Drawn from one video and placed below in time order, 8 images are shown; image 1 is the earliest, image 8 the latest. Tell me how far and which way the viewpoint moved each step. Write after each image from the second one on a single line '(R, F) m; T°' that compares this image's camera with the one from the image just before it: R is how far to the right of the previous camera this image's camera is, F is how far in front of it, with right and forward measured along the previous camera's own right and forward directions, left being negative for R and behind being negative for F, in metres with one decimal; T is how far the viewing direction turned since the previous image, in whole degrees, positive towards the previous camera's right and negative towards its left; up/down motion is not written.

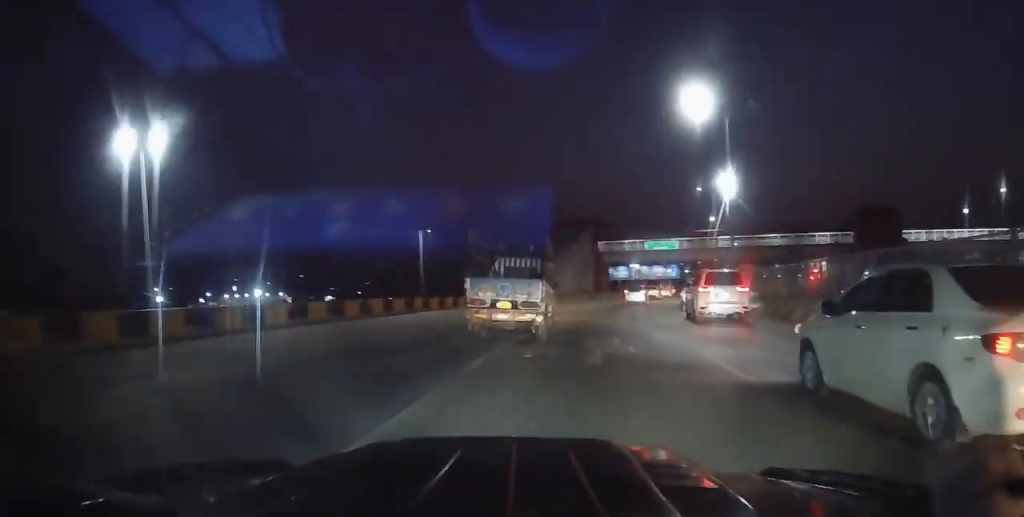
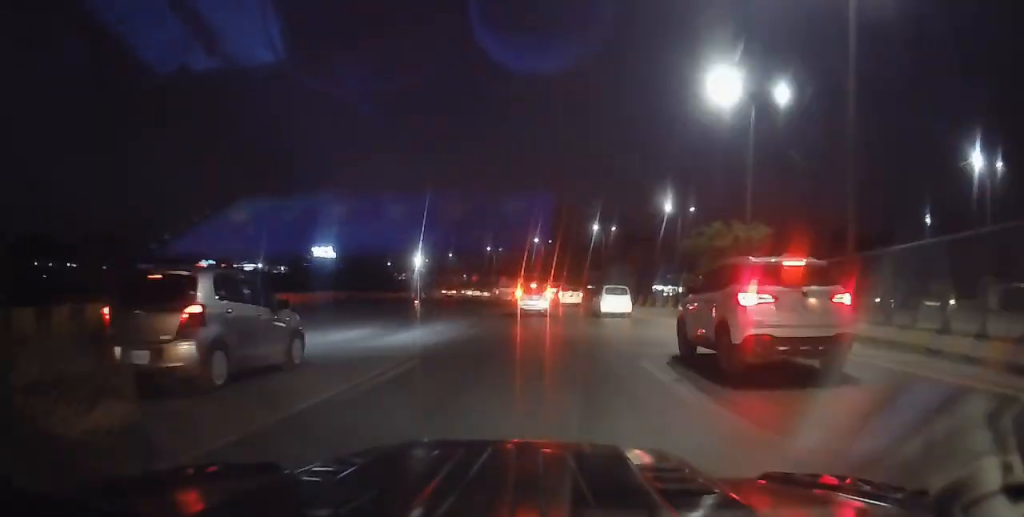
(+41.6, +270.3) m; +5°
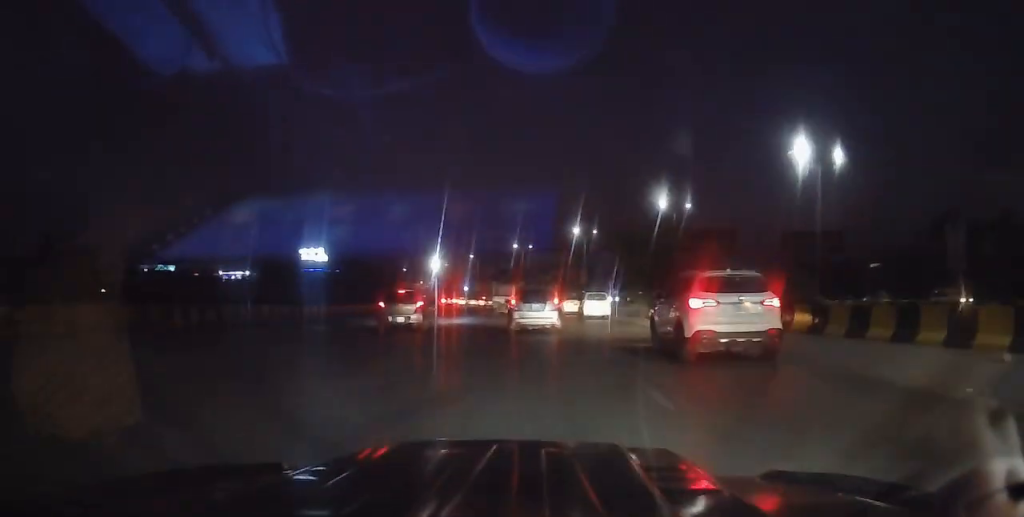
(-1.1, +33.3) m; -4°
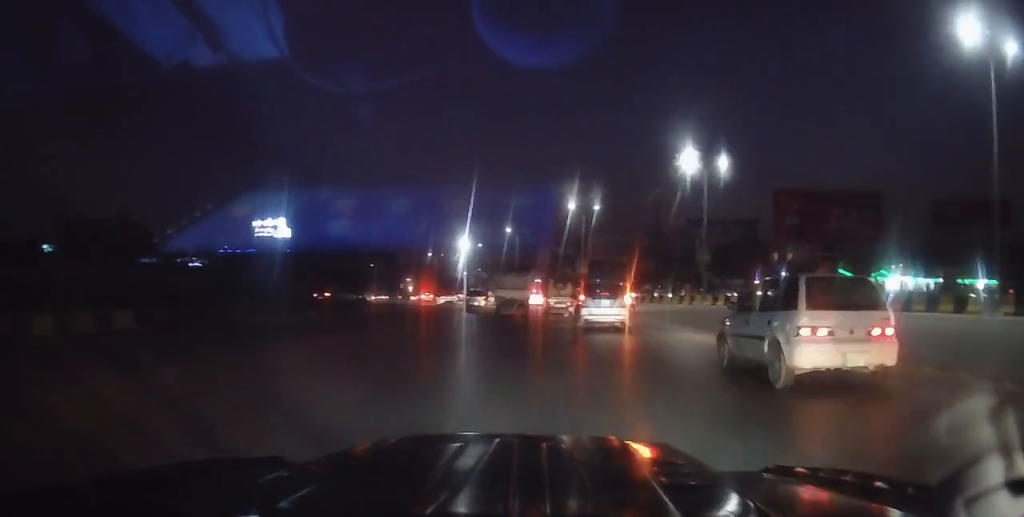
(-3.3, +57.6) m; -9°
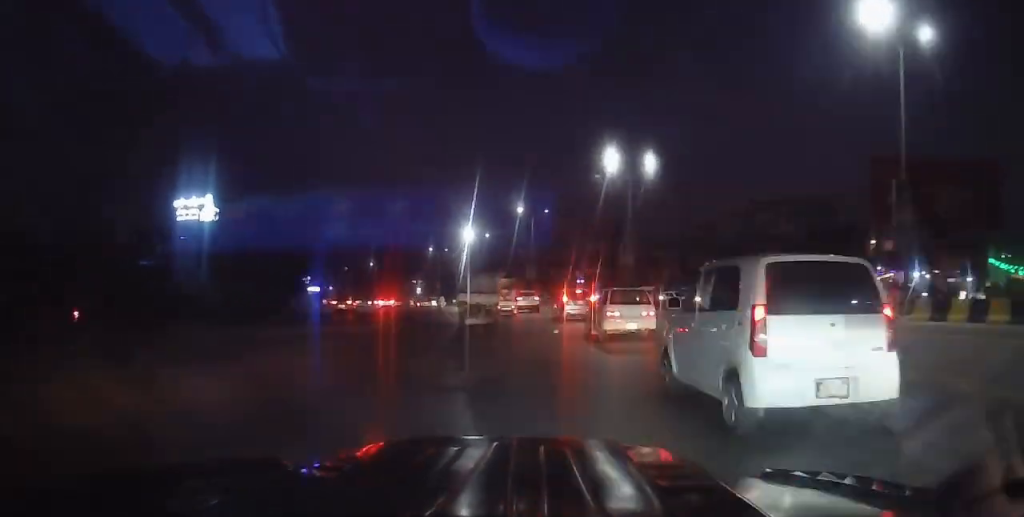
(+0.7, +33.5) m; -6°
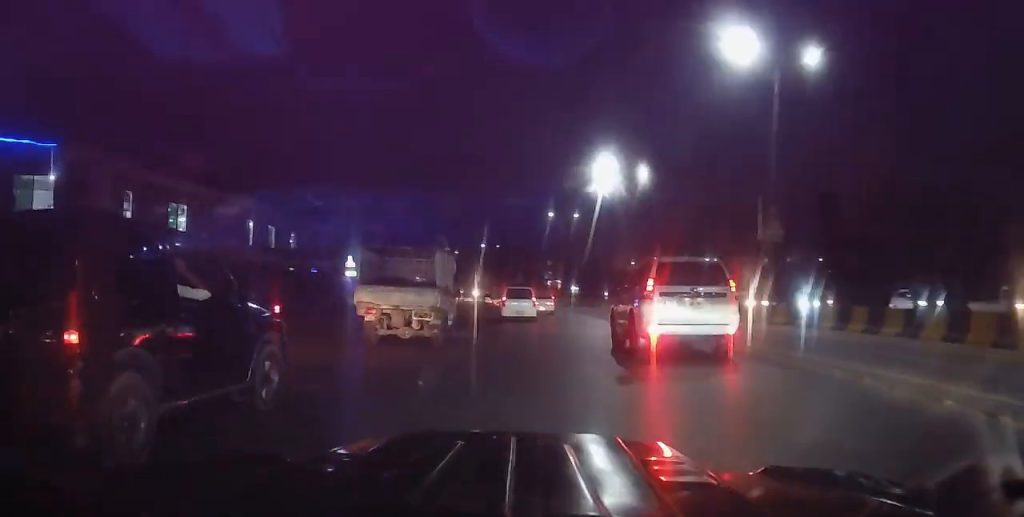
(-8.0, +62.2) m; -10°
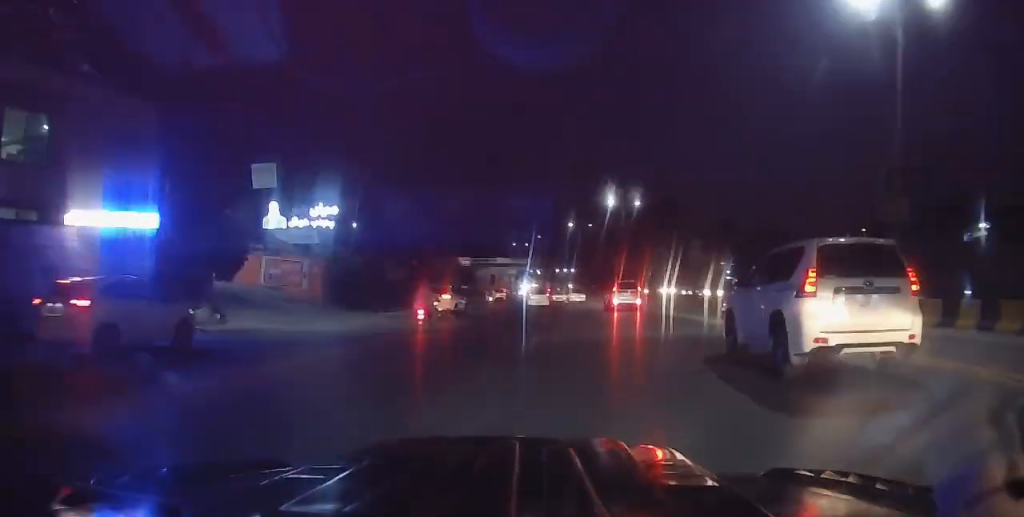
(-5.5, +67.7) m; -9°
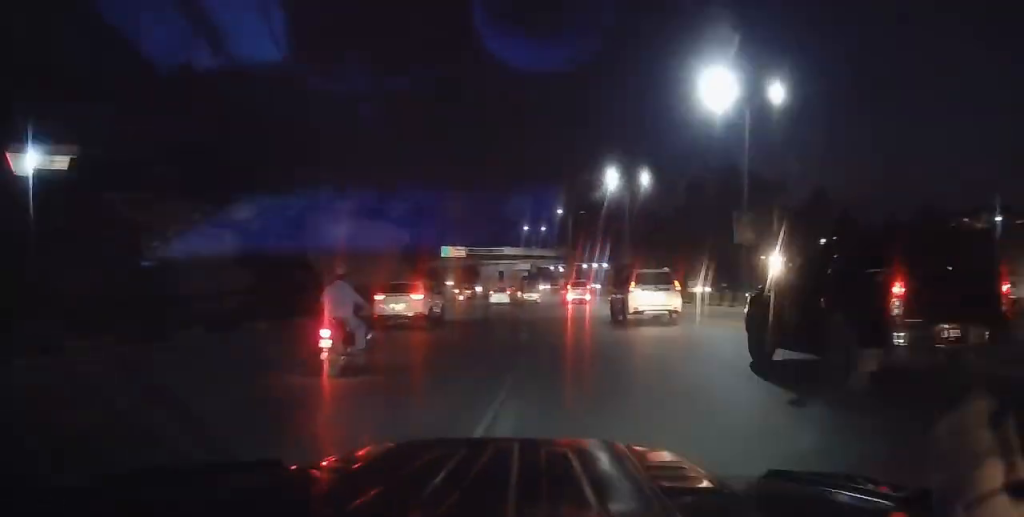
(+0.8, +41.1) m; -5°
